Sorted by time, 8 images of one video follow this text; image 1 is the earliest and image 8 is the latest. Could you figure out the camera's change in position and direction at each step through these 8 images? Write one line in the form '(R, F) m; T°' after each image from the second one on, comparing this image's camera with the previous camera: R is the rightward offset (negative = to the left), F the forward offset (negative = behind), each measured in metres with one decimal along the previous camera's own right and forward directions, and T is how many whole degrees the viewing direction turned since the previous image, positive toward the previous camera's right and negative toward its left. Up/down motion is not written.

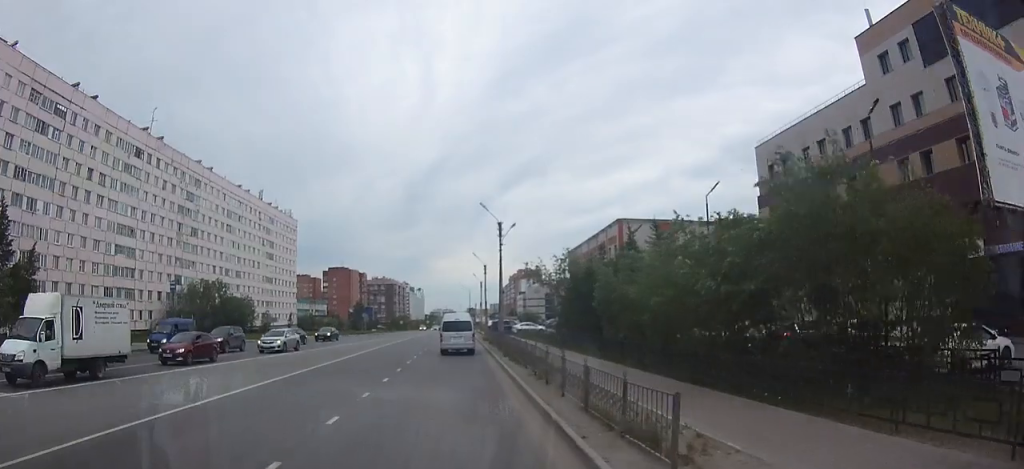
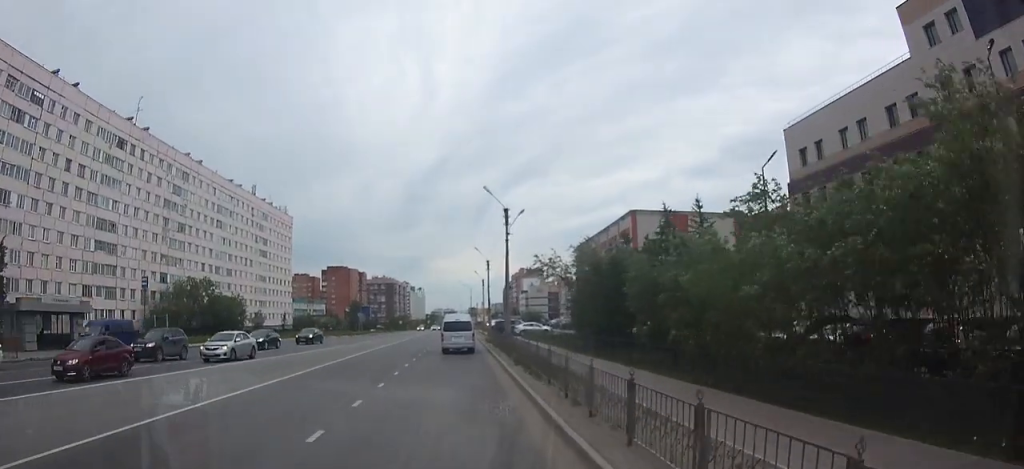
(0.0, +6.6) m; 0°
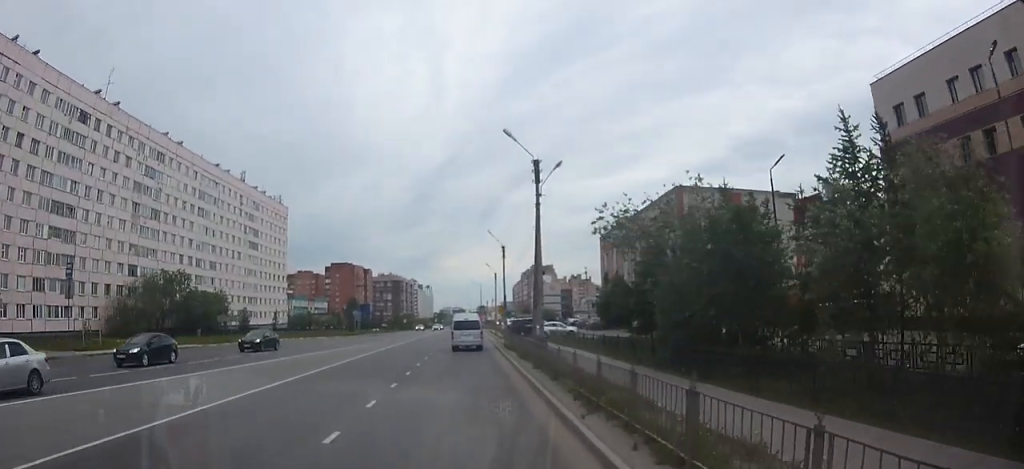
(-0.1, +15.8) m; -1°
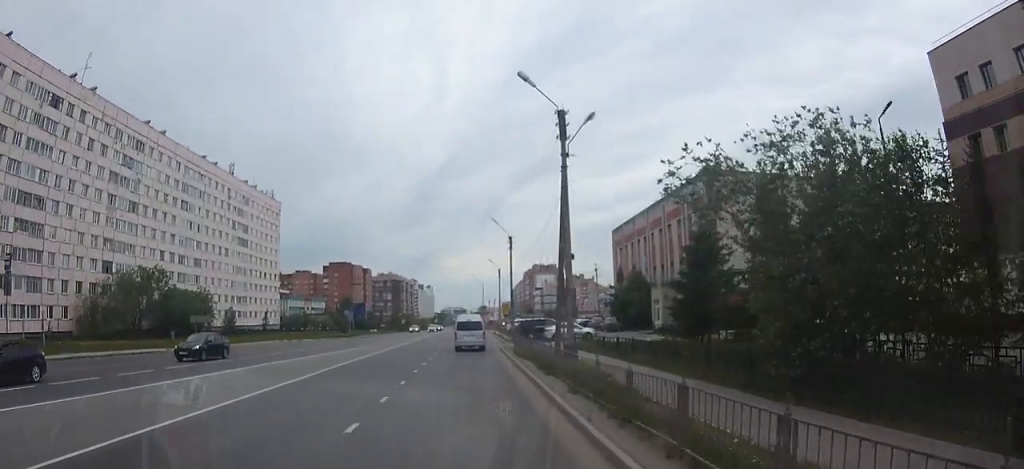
(0.0, +8.4) m; 0°
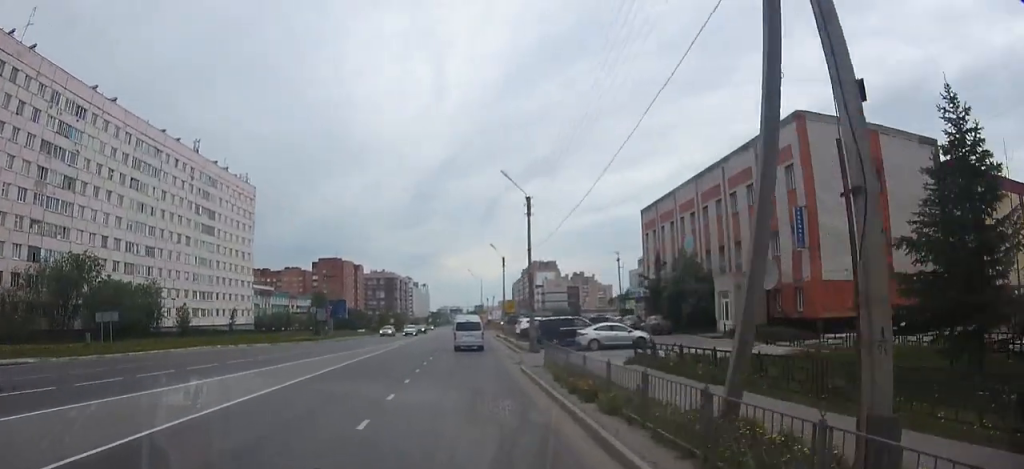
(0.0, +16.5) m; 0°
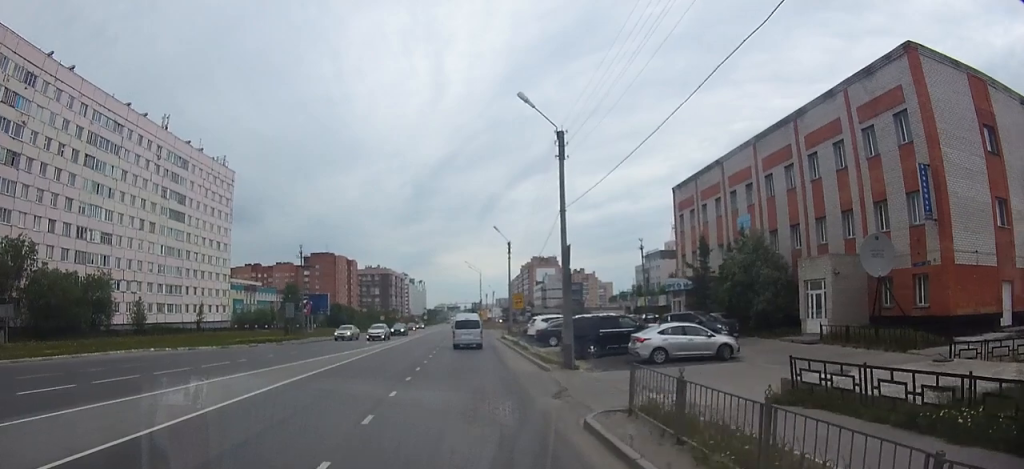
(0.0, +10.8) m; 0°
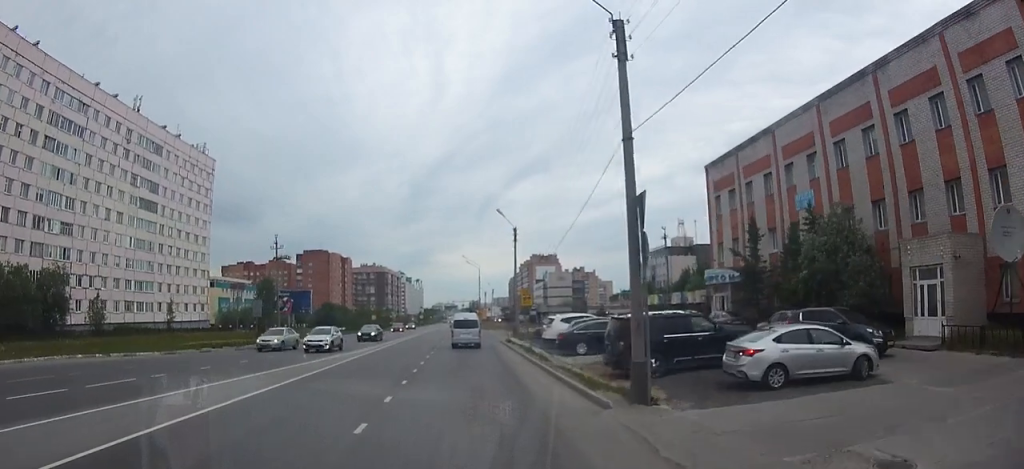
(0.0, +7.7) m; 0°
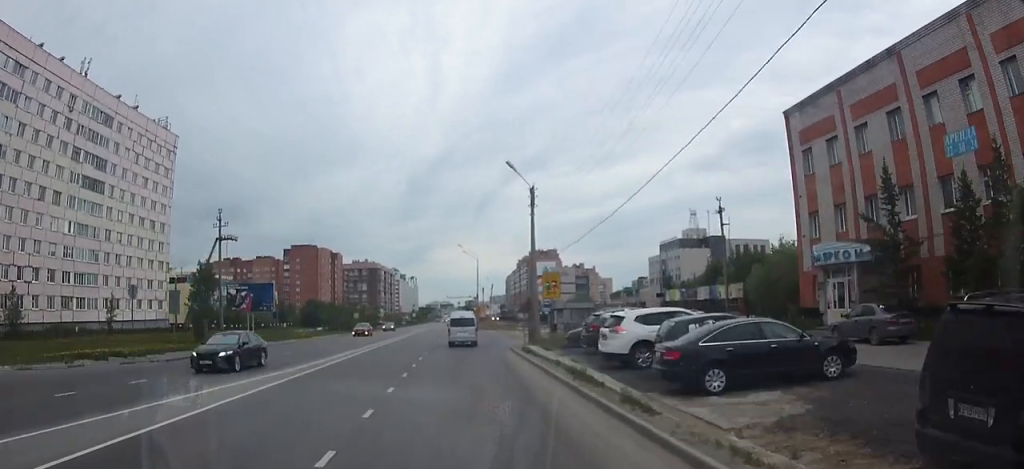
(+0.1, +10.7) m; 0°
